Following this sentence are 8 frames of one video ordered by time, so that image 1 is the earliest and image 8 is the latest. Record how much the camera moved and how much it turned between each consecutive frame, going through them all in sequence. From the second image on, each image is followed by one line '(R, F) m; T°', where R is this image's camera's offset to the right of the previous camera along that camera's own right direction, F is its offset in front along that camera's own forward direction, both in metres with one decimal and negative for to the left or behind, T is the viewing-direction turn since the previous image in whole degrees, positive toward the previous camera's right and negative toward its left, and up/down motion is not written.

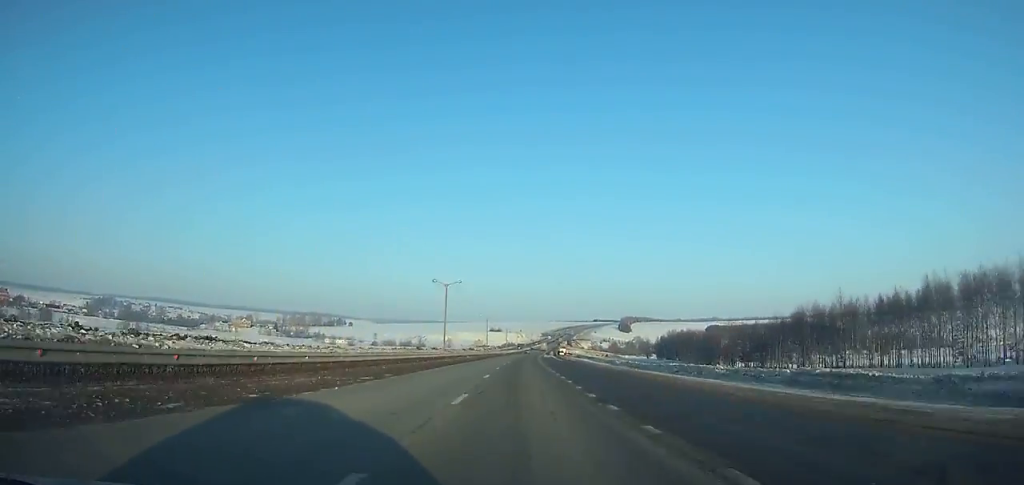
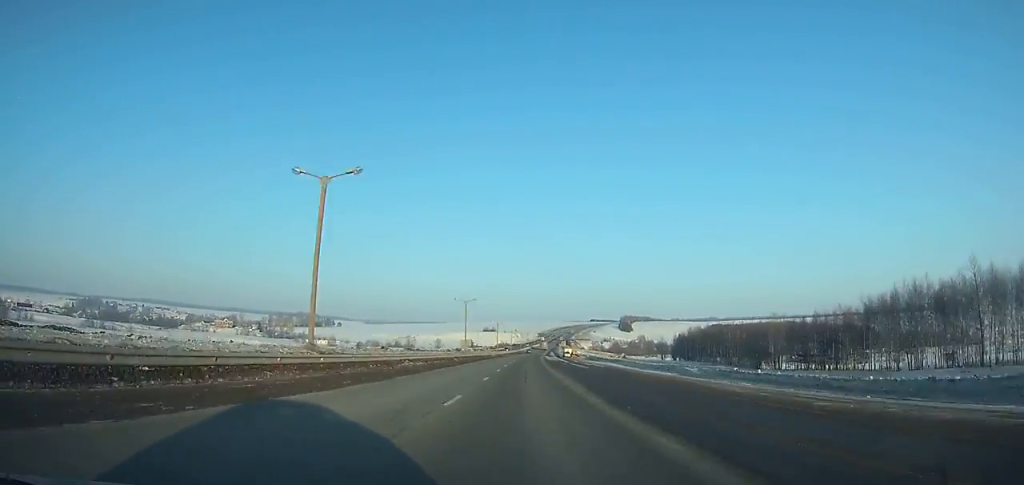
(+0.1, +38.3) m; +1°
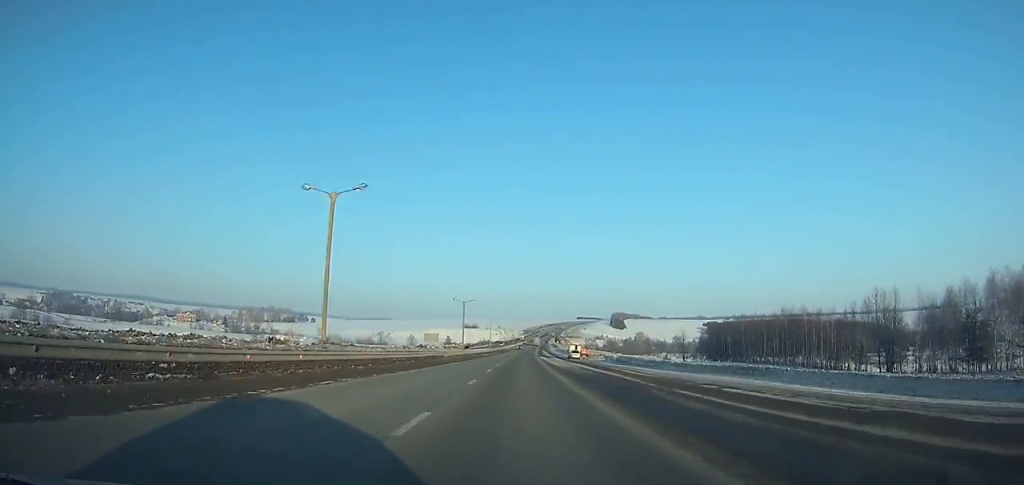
(+0.6, +54.1) m; +1°
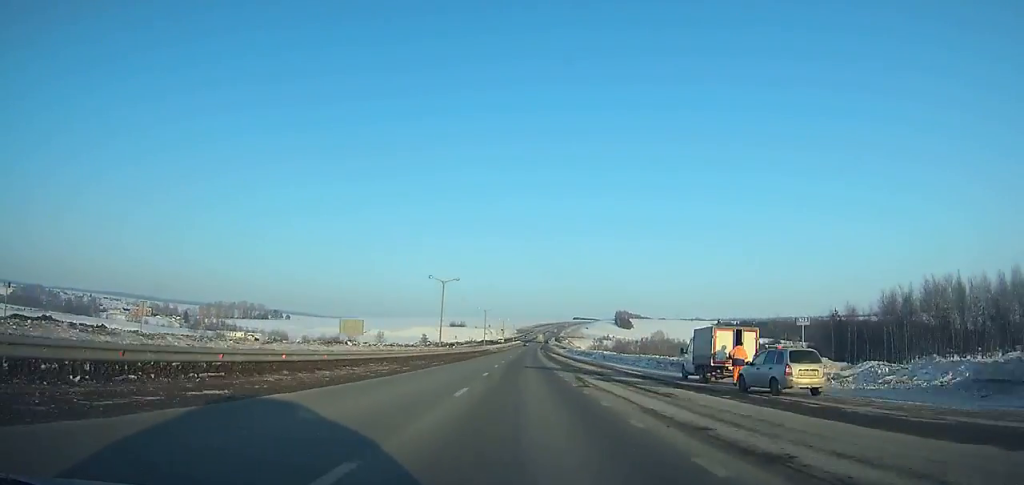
(+0.7, +78.2) m; +1°
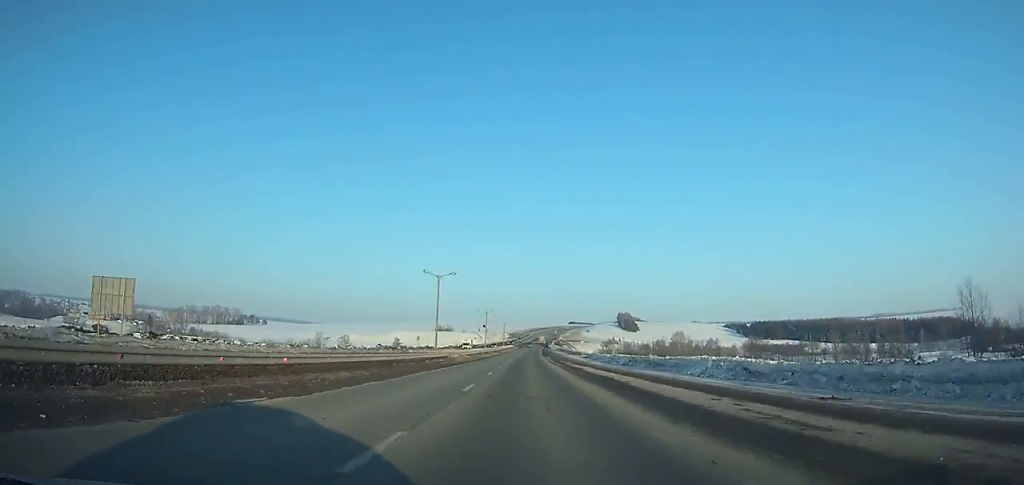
(+0.5, +58.0) m; +1°
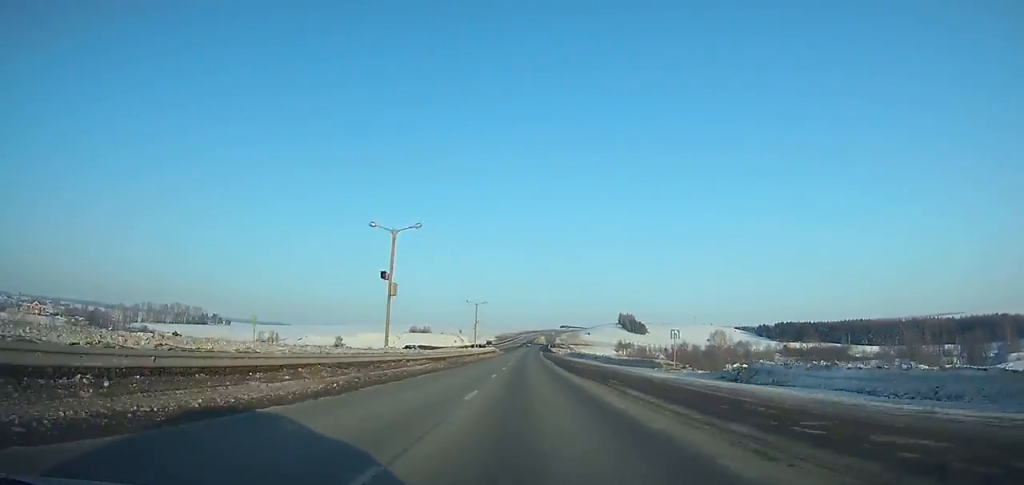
(+0.6, +74.2) m; +1°
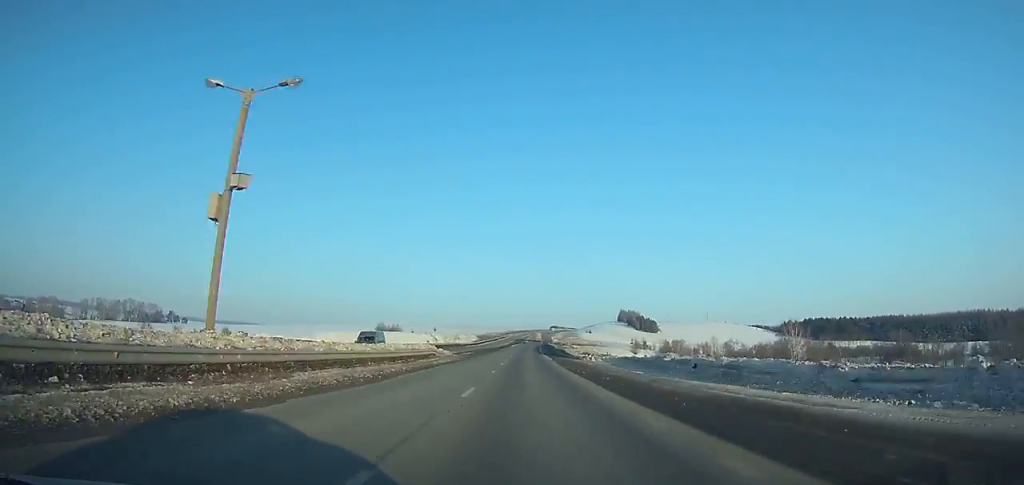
(+1.0, +71.8) m; +1°
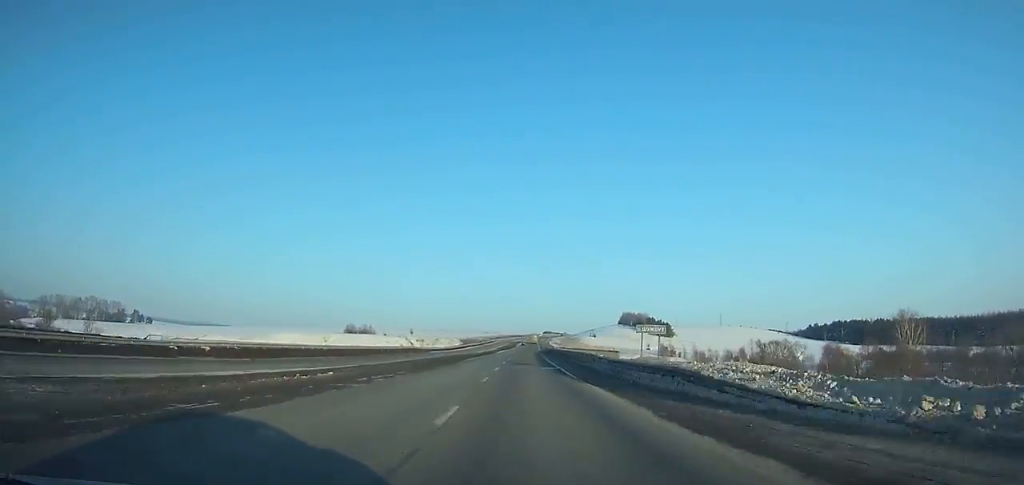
(+0.6, +53.1) m; +1°
